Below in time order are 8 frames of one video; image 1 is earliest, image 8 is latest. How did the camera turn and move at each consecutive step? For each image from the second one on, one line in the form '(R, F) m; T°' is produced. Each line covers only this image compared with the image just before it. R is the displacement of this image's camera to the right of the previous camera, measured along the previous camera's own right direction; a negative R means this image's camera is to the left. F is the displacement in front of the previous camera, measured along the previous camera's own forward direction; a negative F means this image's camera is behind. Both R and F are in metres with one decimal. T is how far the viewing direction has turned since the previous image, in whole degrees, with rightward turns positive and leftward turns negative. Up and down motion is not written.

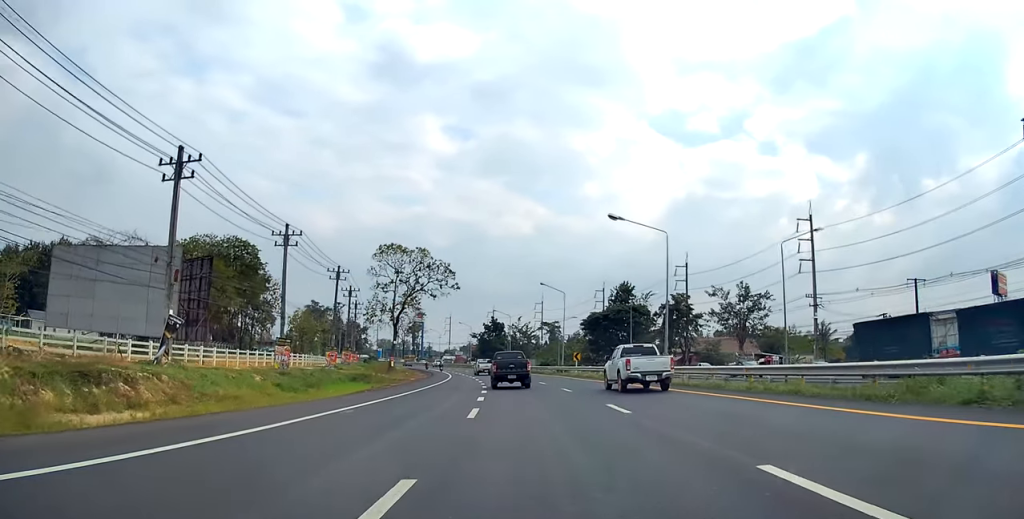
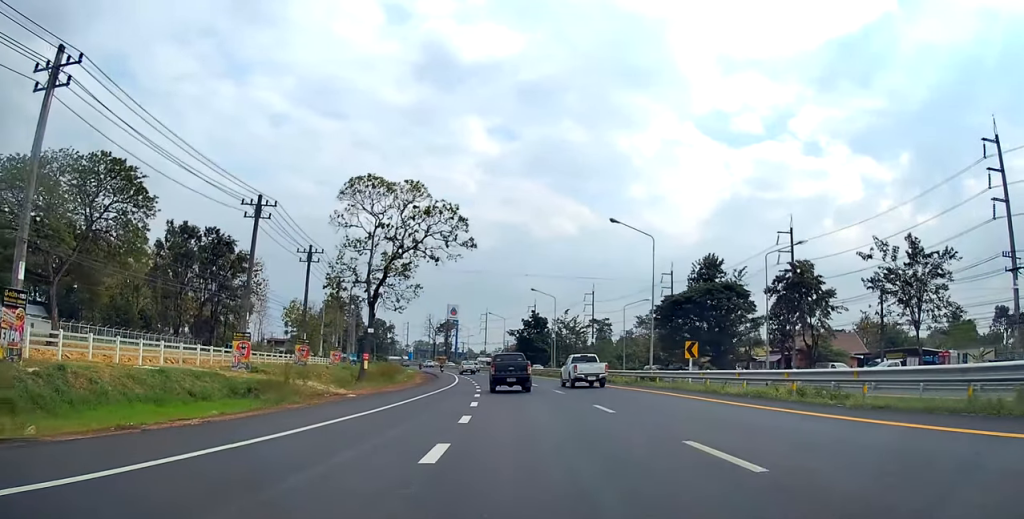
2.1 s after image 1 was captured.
(-0.8, +33.0) m; +1°
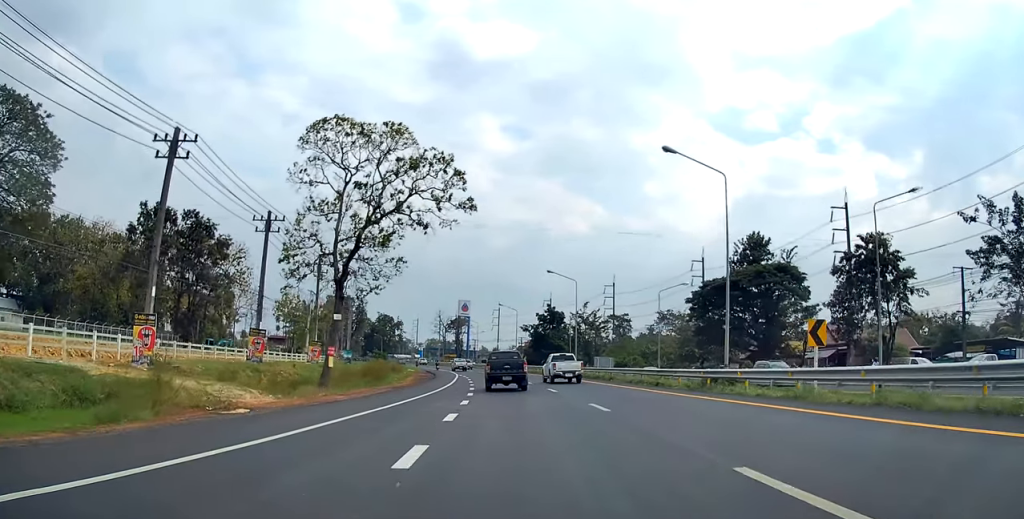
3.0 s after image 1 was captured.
(+0.5, +13.7) m; +1°
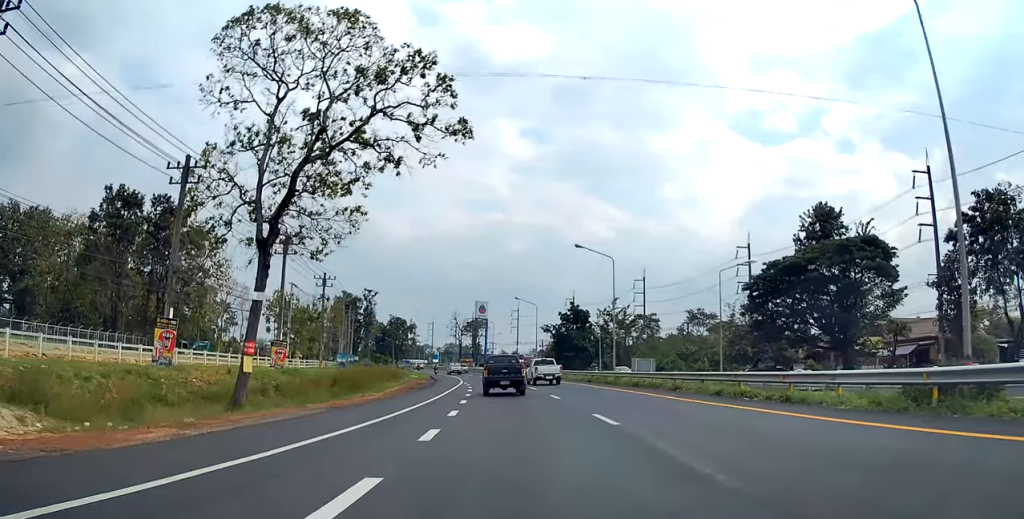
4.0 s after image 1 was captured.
(-0.2, +15.5) m; -2°
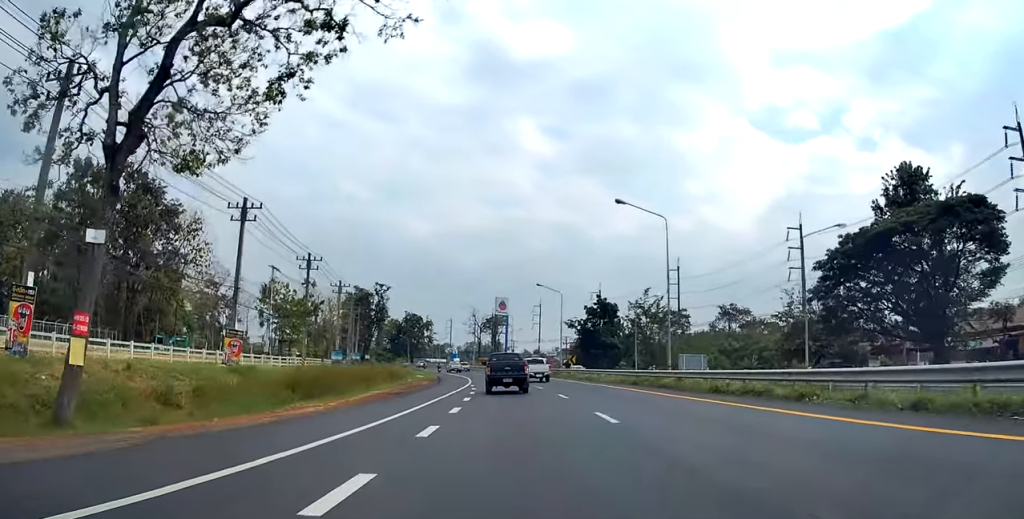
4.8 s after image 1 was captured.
(-0.3, +12.8) m; -1°
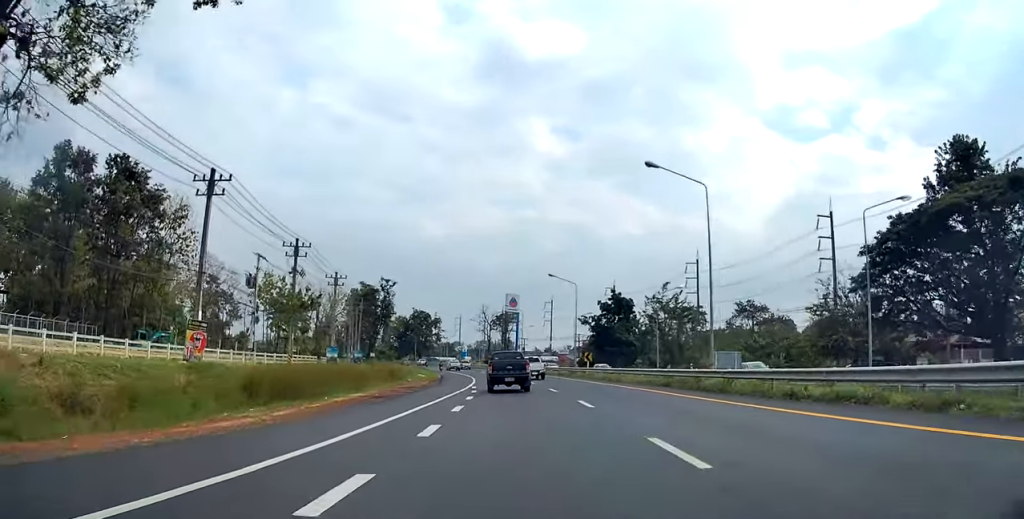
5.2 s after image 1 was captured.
(0.0, +6.4) m; 0°
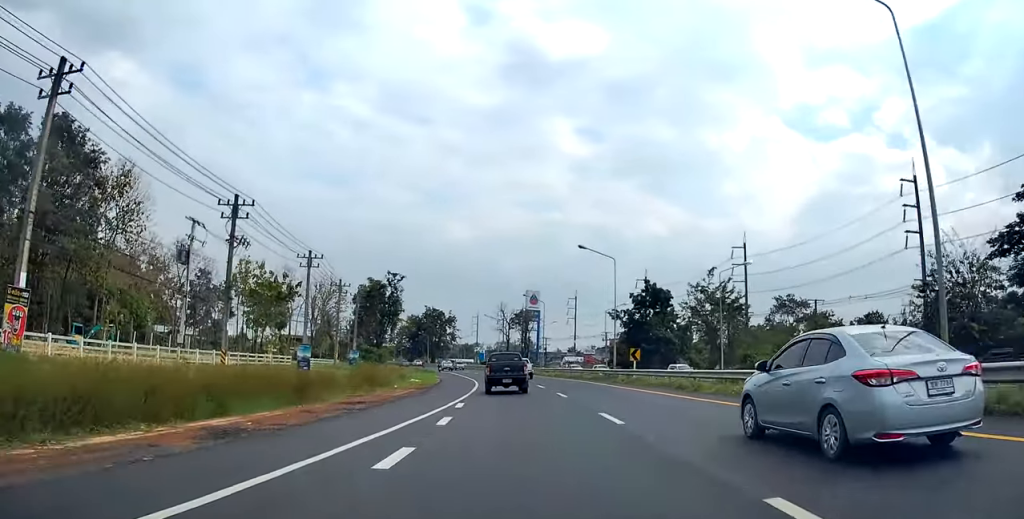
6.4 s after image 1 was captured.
(-0.1, +16.9) m; -2°
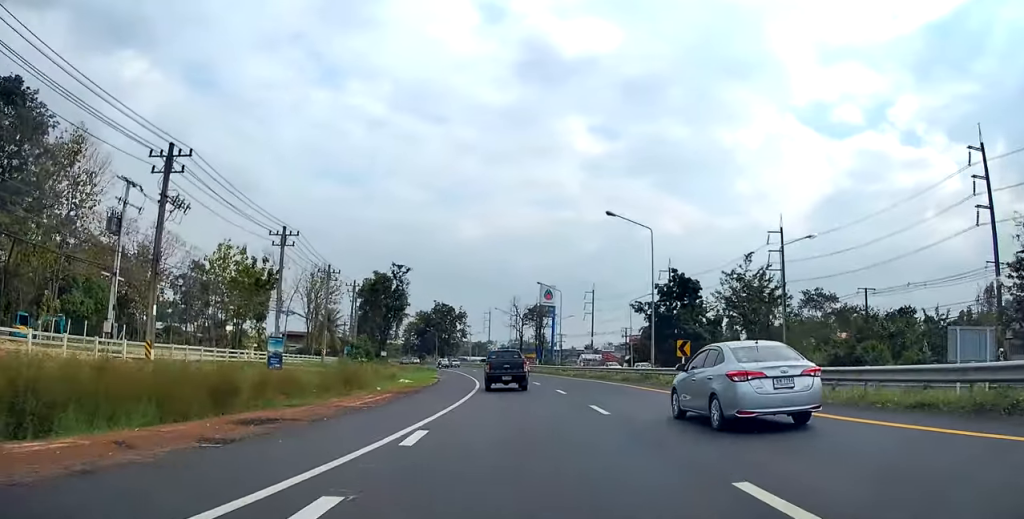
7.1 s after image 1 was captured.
(-0.3, +10.2) m; -1°
